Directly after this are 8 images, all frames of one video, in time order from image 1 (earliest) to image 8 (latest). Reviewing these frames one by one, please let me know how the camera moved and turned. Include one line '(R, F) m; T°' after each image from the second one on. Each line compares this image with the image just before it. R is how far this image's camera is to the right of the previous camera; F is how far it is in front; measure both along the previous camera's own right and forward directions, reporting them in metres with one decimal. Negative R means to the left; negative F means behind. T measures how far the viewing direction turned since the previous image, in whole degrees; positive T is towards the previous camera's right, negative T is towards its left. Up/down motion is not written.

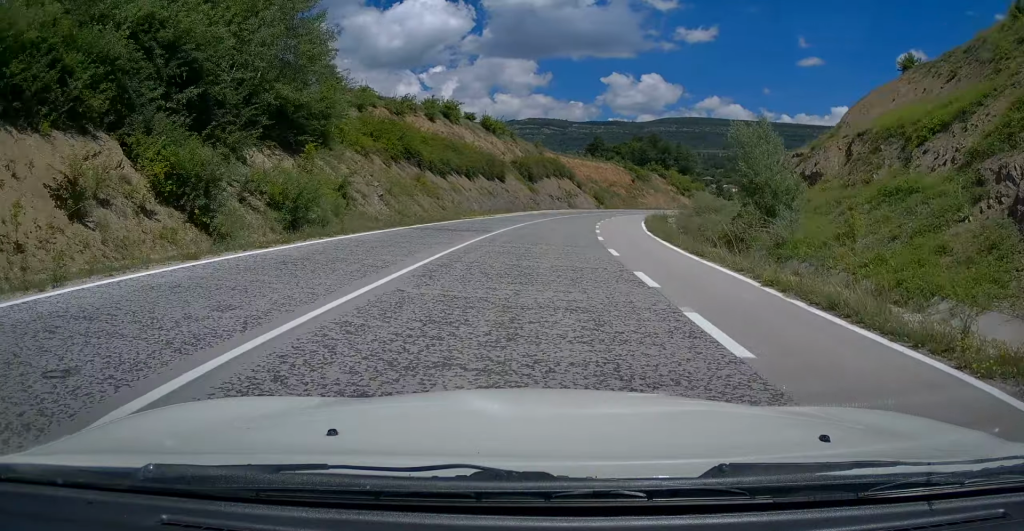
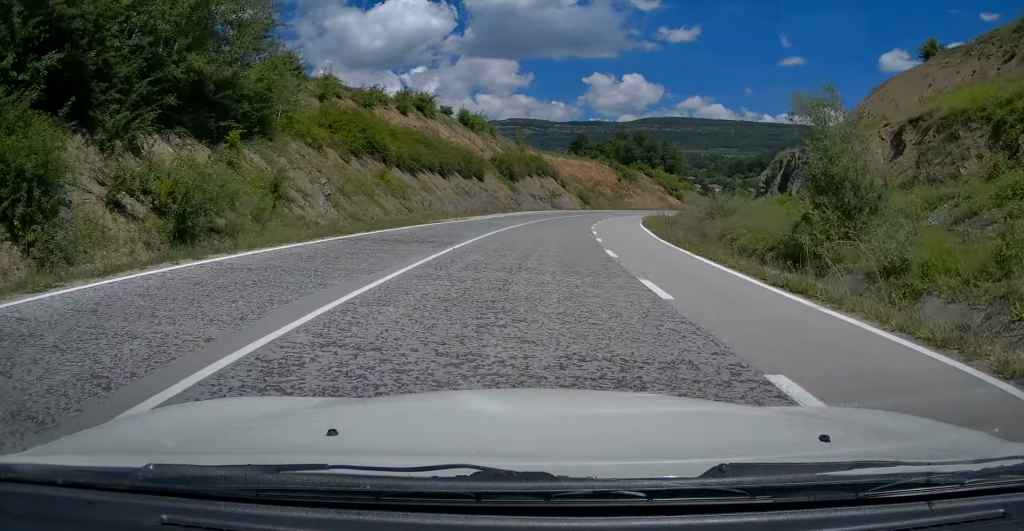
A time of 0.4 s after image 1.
(0.0, +6.6) m; +2°
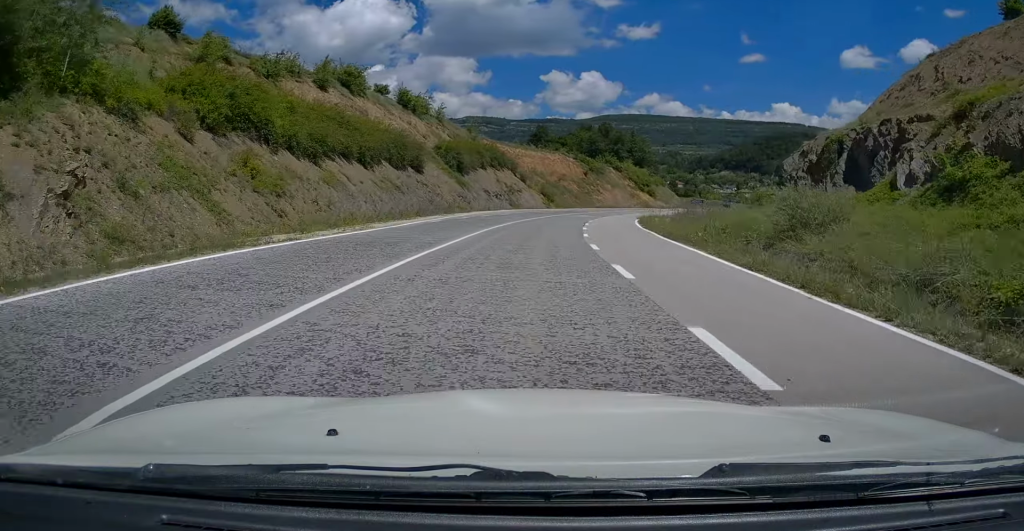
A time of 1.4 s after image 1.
(+0.6, +16.3) m; +4°
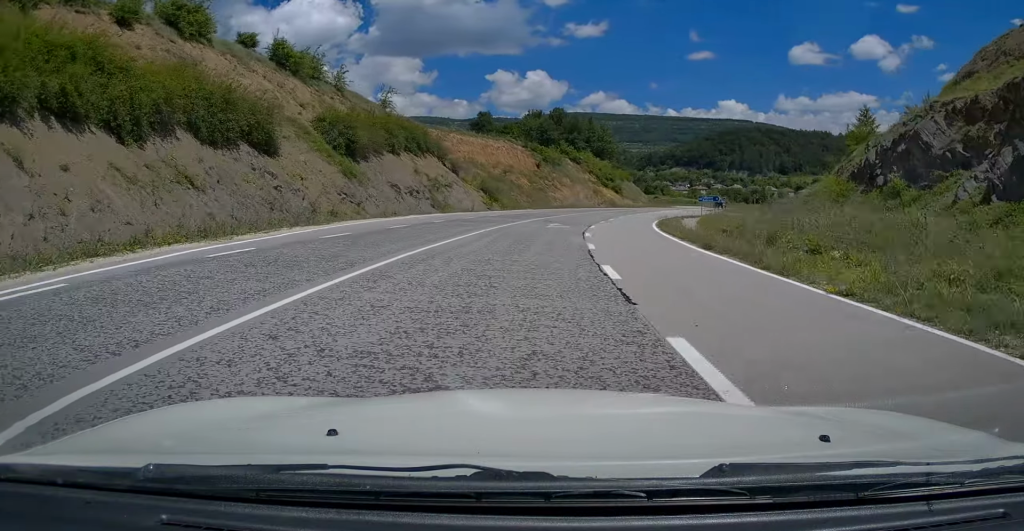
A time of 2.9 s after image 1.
(+1.4, +25.5) m; +6°
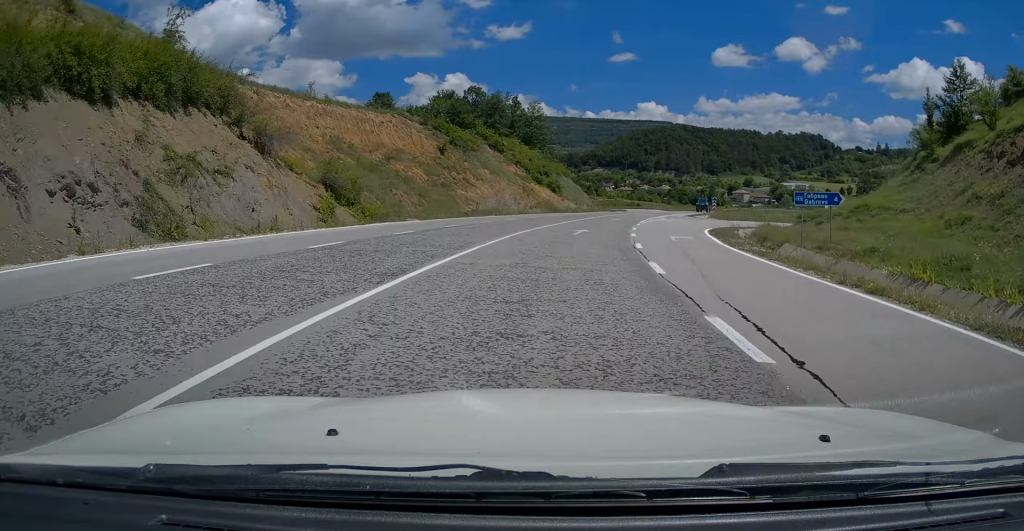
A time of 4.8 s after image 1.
(+2.3, +32.9) m; +9°
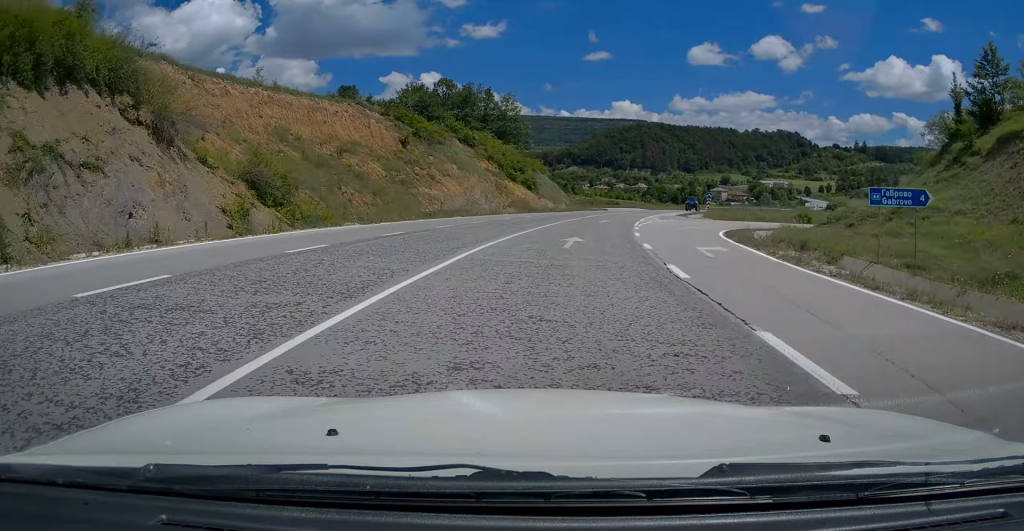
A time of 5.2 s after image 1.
(-0.1, +7.4) m; +2°
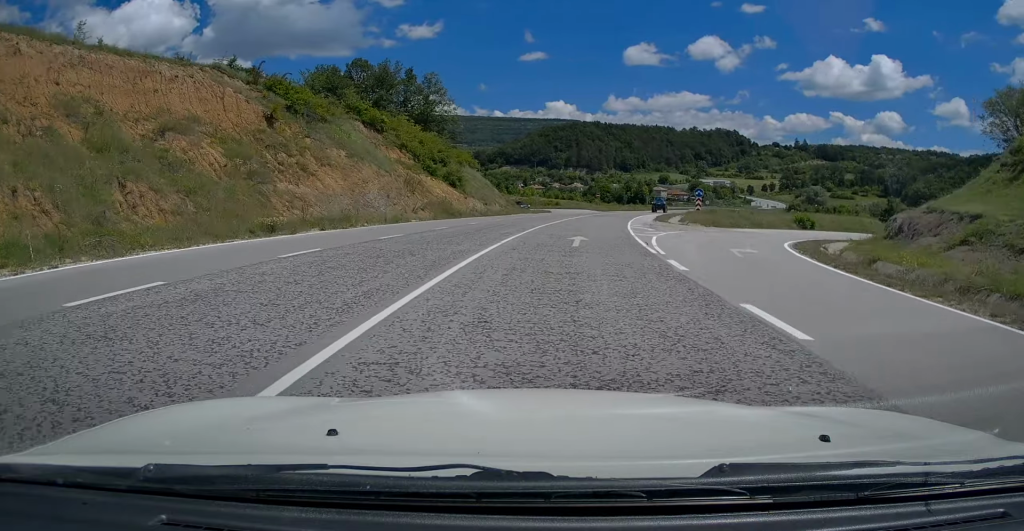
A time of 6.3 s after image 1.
(+1.0, +17.9) m; +6°
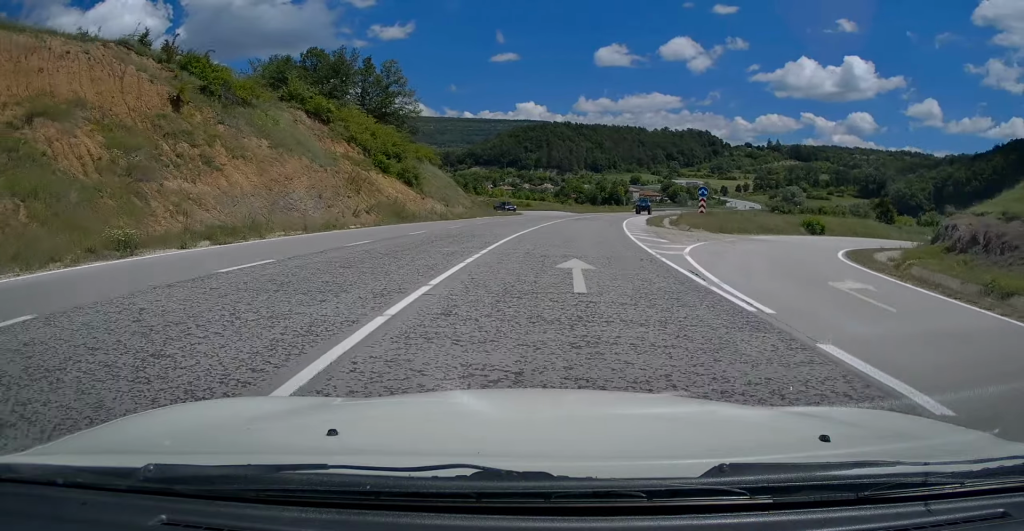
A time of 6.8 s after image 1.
(+0.3, +8.3) m; +3°
